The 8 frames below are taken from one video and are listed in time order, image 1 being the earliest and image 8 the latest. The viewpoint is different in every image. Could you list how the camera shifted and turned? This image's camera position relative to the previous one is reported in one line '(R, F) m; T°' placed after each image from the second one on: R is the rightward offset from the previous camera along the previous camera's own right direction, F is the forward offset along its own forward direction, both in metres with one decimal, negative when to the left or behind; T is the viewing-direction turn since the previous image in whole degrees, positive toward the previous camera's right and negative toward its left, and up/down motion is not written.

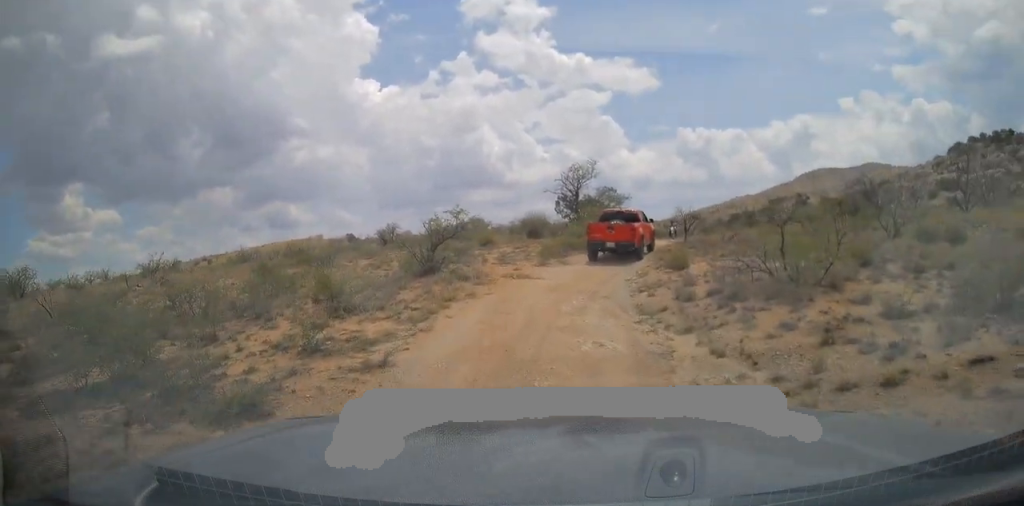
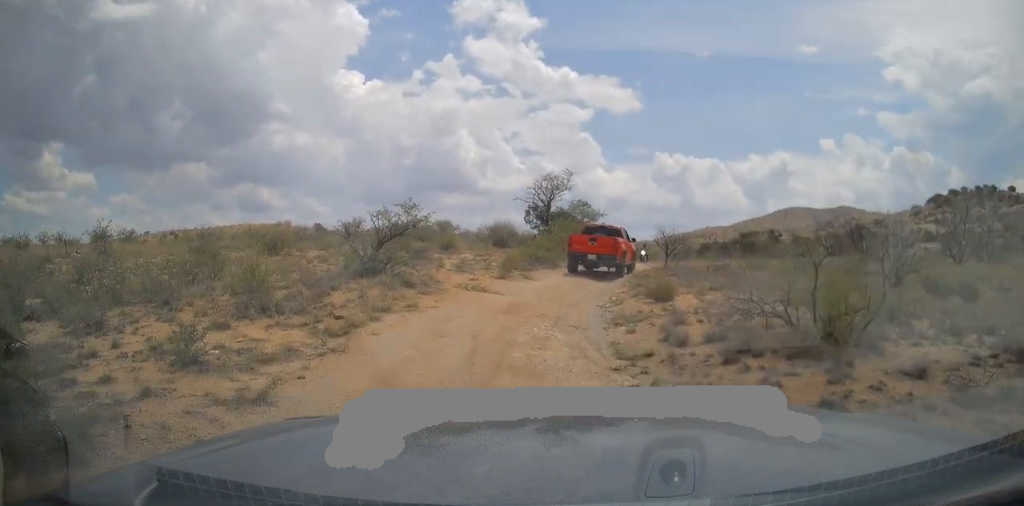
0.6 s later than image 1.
(+0.1, +2.4) m; +5°
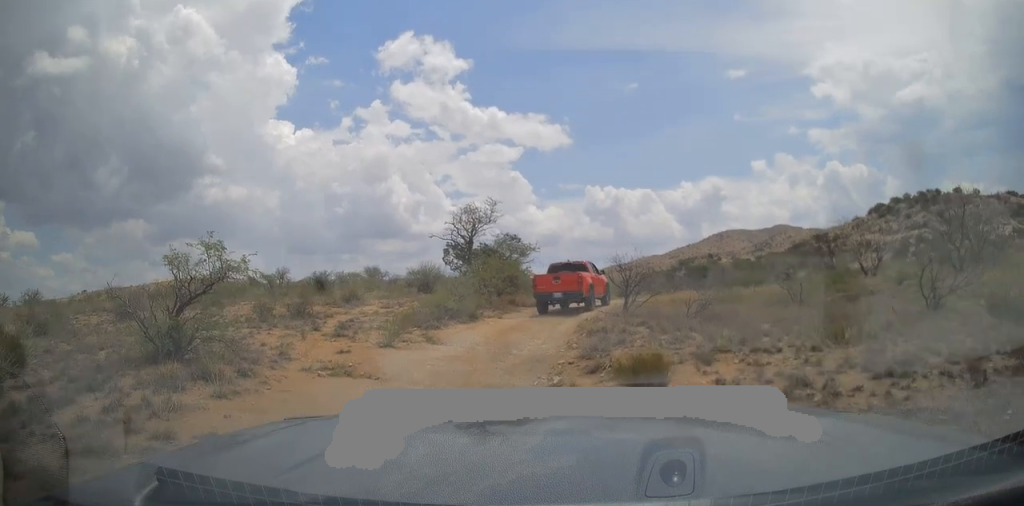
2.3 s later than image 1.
(+0.7, +6.3) m; +10°
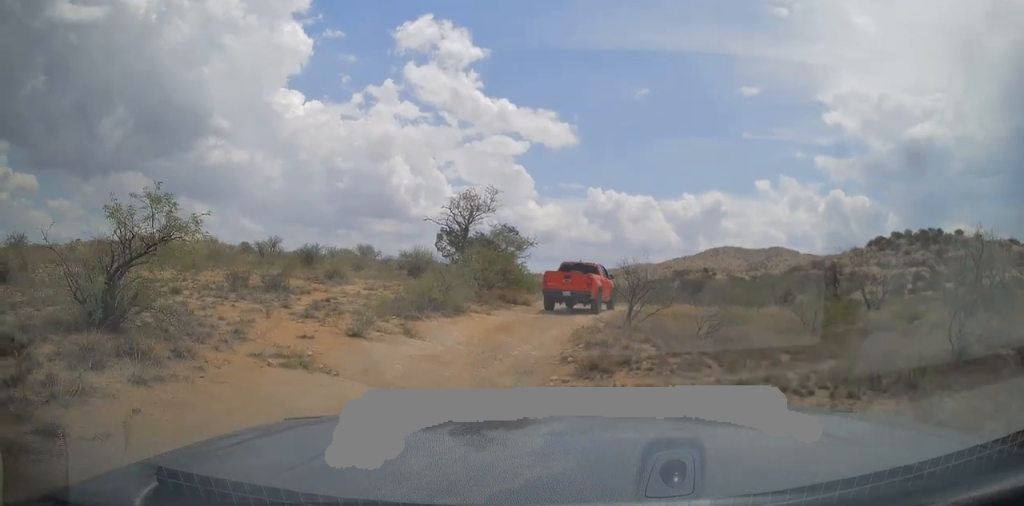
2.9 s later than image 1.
(0.0, +1.6) m; 0°
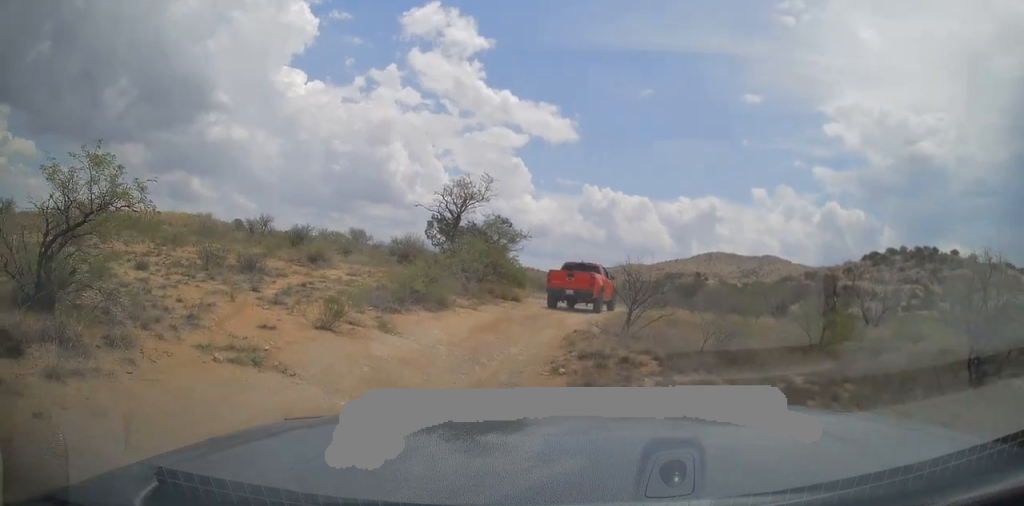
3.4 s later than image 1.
(0.0, +1.5) m; 0°
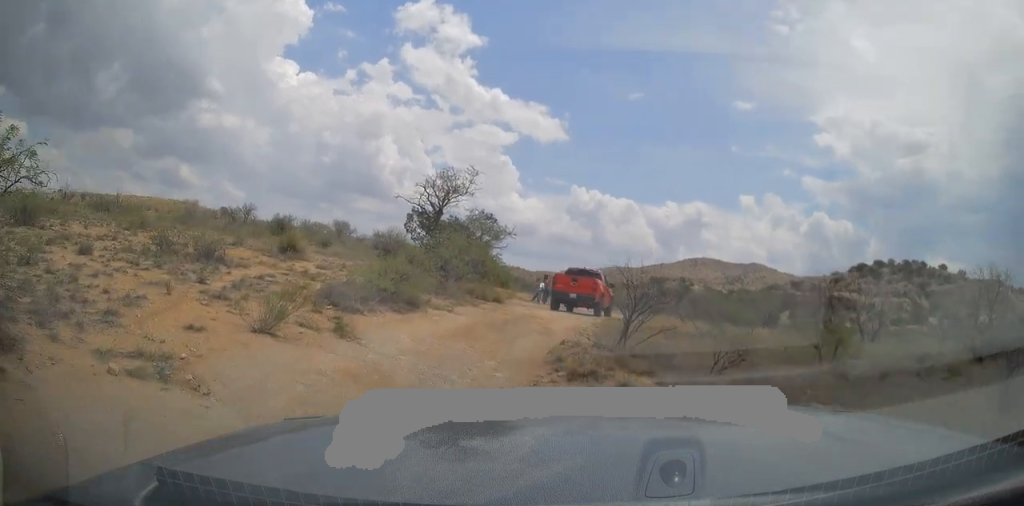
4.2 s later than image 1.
(0.0, +2.0) m; +2°
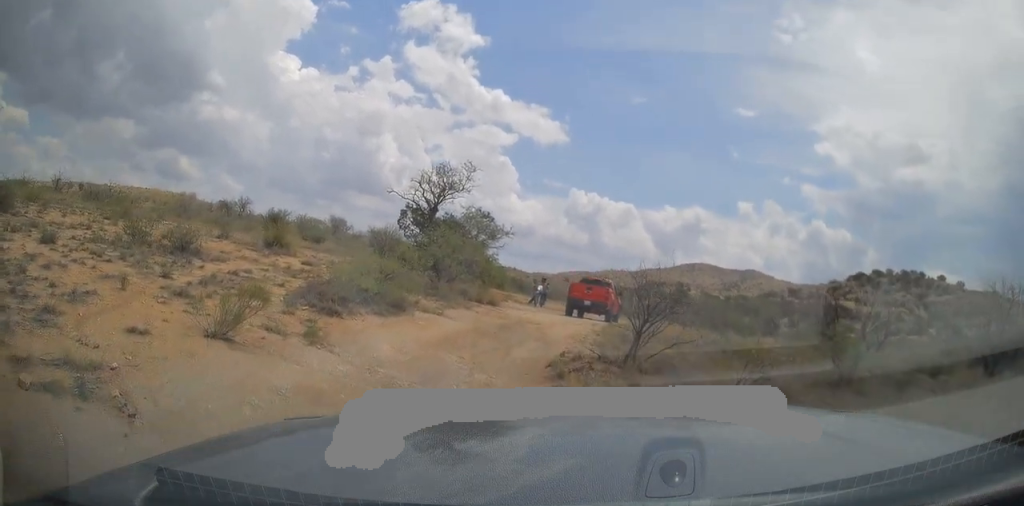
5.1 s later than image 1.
(+0.1, +1.6) m; +1°
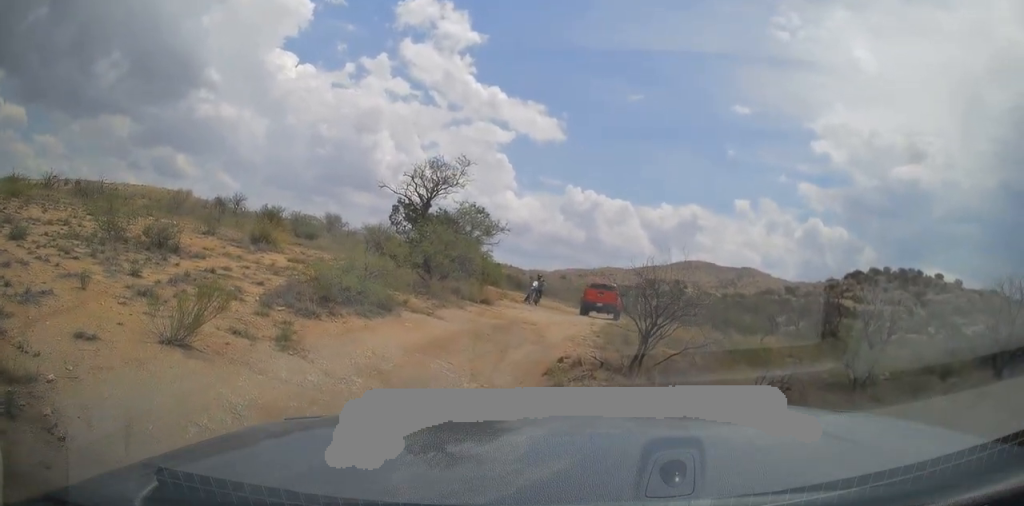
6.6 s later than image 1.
(-0.4, +1.1) m; 0°
